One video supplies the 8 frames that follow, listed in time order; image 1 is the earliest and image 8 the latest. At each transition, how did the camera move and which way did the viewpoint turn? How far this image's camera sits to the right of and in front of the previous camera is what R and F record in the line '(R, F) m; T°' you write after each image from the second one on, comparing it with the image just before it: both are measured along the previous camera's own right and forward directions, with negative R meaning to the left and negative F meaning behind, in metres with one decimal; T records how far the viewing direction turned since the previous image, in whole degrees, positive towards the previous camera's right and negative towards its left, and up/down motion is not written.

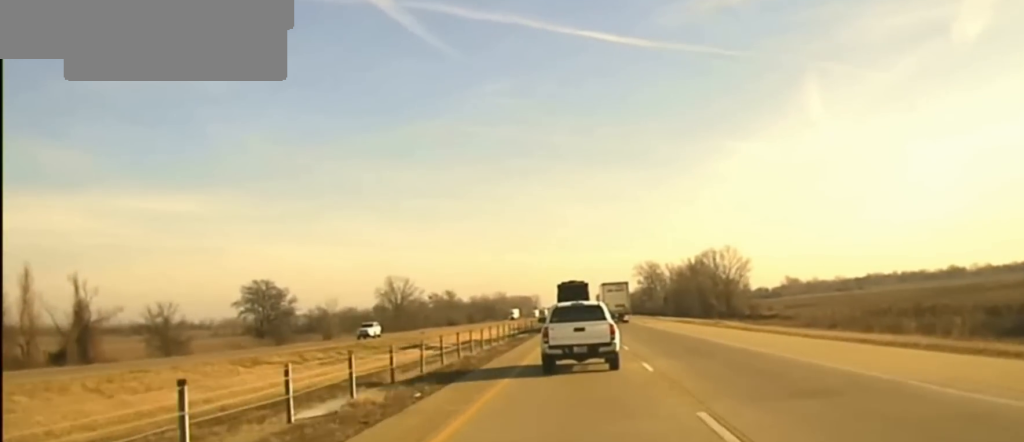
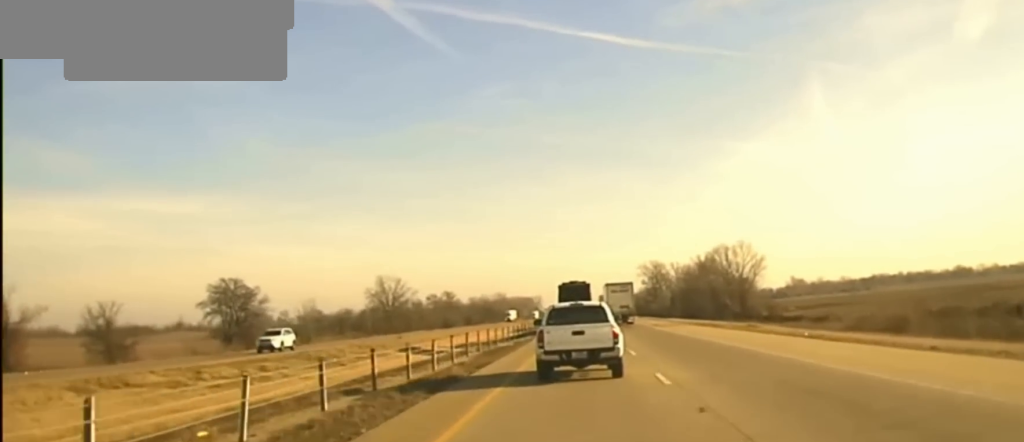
(+0.1, +17.5) m; +1°
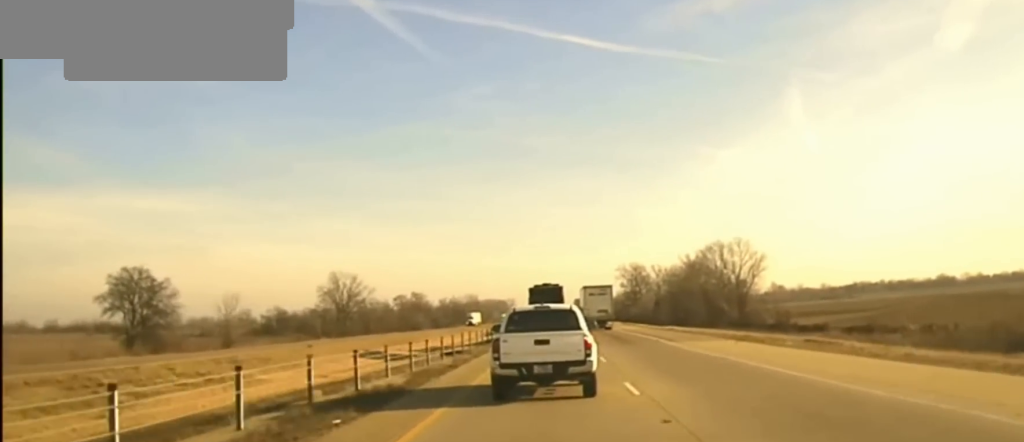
(+0.1, +25.6) m; +1°
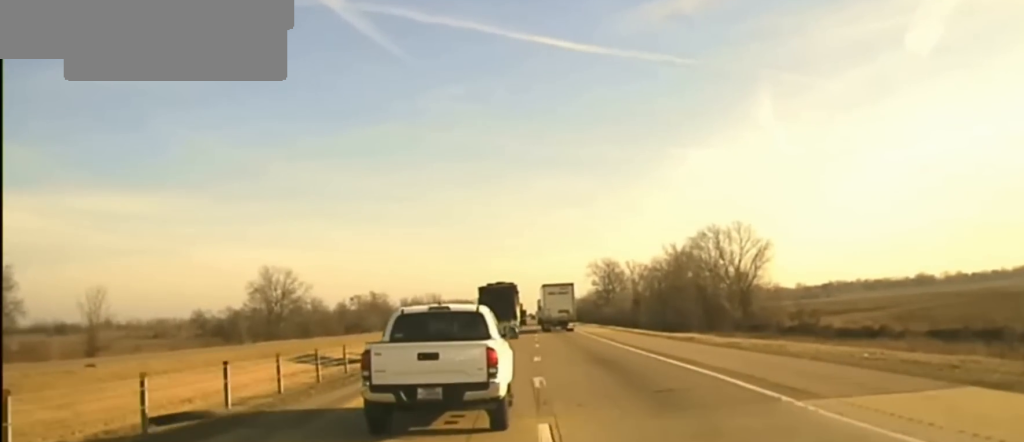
(+0.9, +32.6) m; 0°
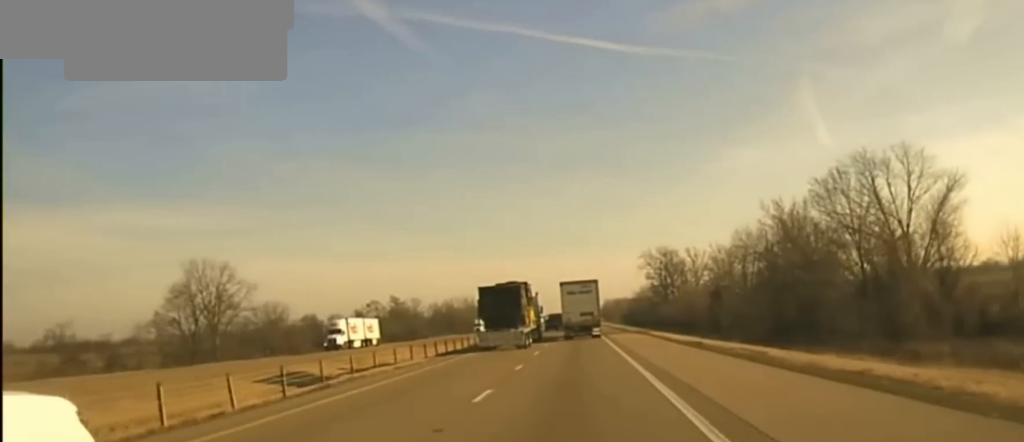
(-2.2, +59.2) m; -4°
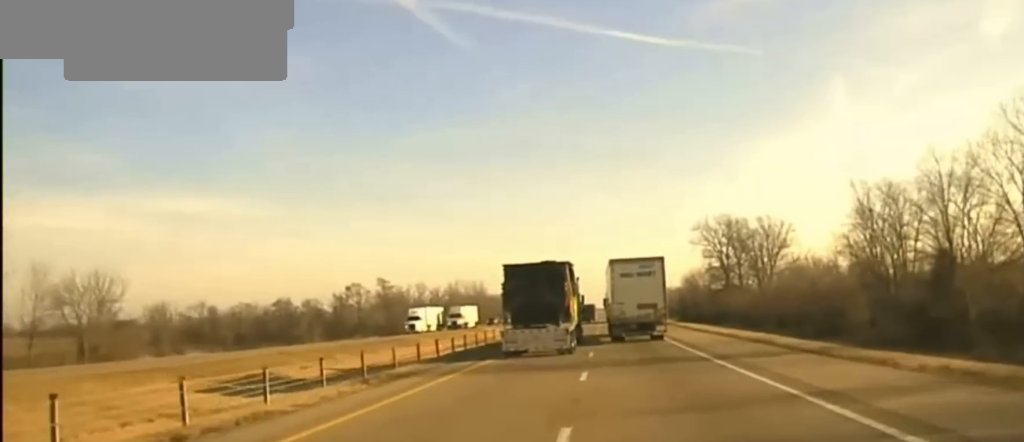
(-0.8, +69.6) m; -1°
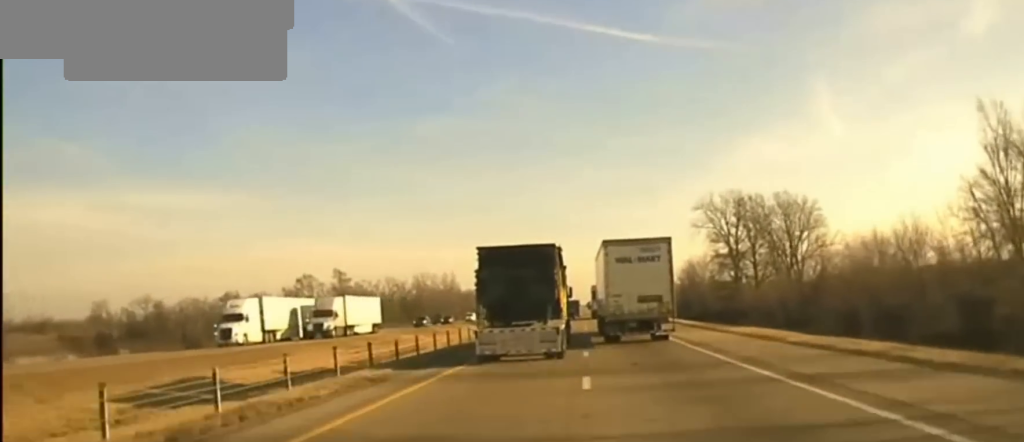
(+0.1, +41.9) m; +1°
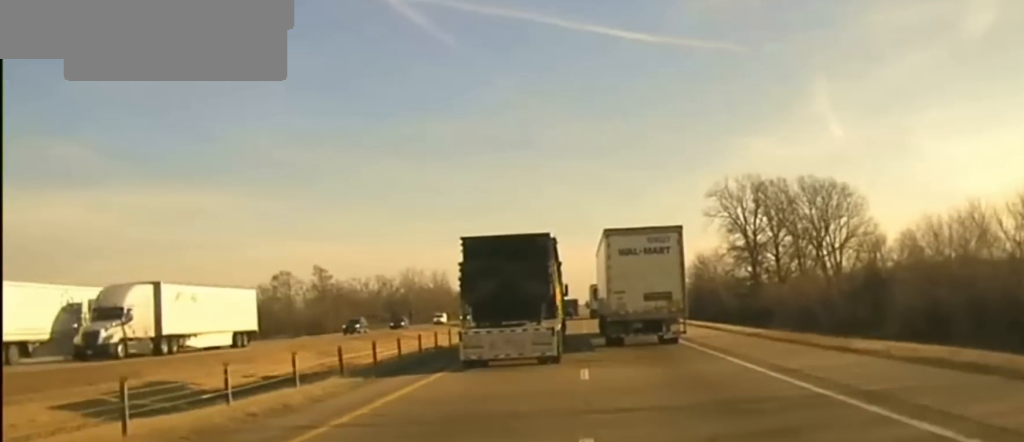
(+0.3, +23.5) m; 0°
